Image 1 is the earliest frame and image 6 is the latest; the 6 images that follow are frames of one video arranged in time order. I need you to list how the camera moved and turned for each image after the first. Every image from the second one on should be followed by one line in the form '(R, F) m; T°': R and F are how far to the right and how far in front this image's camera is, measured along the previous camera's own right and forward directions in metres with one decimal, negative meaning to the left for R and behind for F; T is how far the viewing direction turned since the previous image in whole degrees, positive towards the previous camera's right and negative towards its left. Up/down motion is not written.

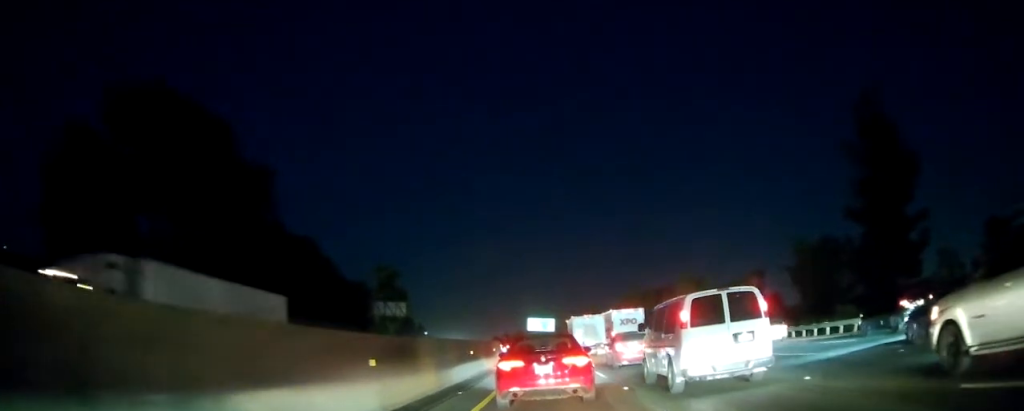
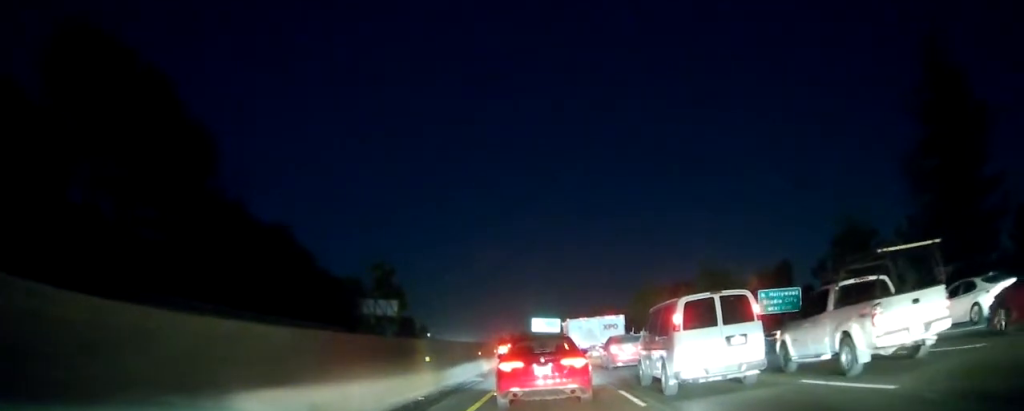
(-0.1, +9.7) m; -2°
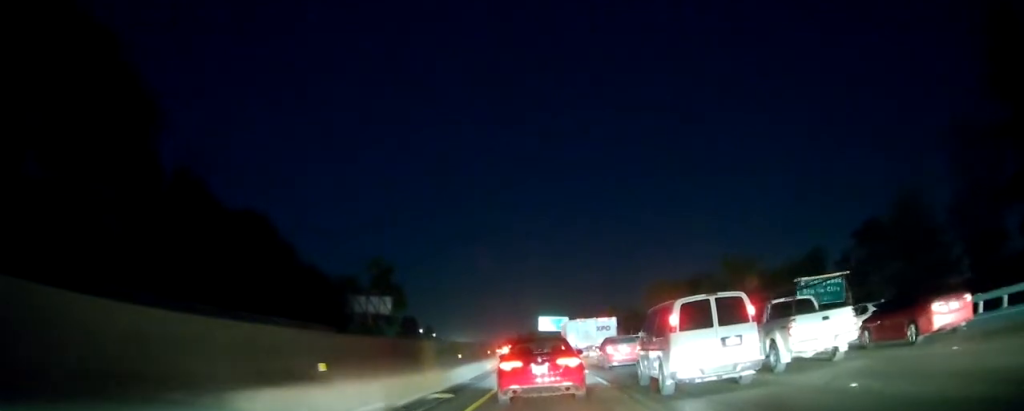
(+0.2, +7.3) m; +2°
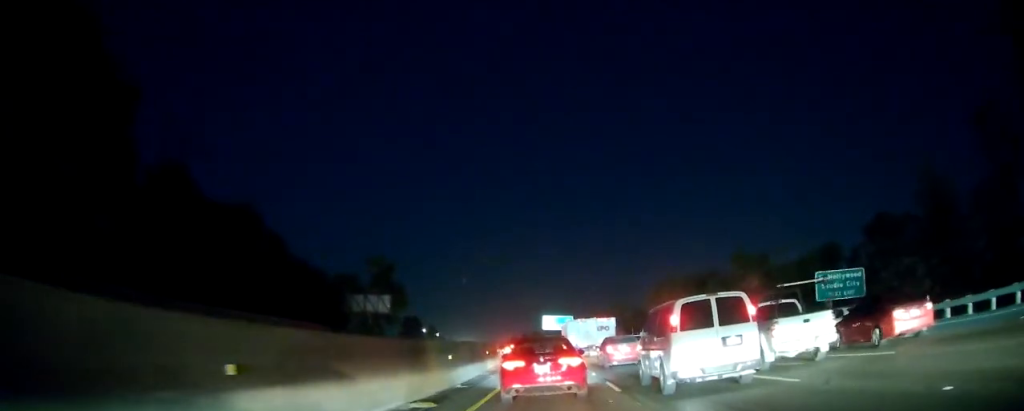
(0.0, +2.8) m; 0°
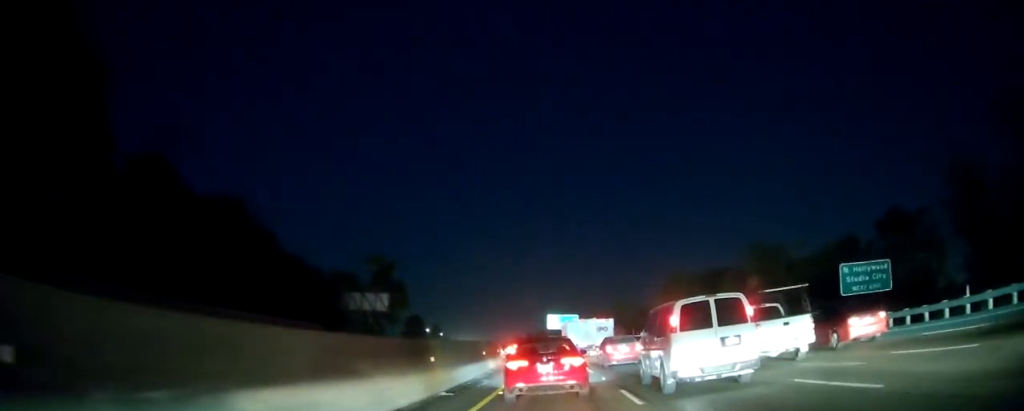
(0.0, +3.6) m; 0°
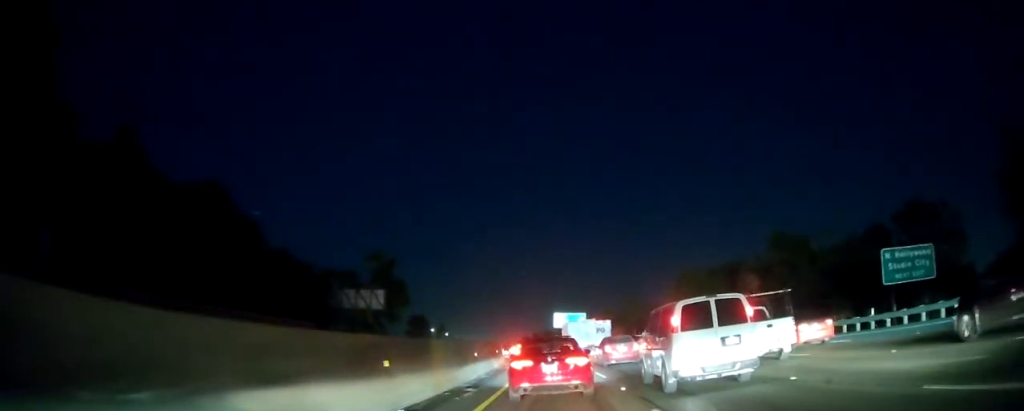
(0.0, +5.7) m; 0°
